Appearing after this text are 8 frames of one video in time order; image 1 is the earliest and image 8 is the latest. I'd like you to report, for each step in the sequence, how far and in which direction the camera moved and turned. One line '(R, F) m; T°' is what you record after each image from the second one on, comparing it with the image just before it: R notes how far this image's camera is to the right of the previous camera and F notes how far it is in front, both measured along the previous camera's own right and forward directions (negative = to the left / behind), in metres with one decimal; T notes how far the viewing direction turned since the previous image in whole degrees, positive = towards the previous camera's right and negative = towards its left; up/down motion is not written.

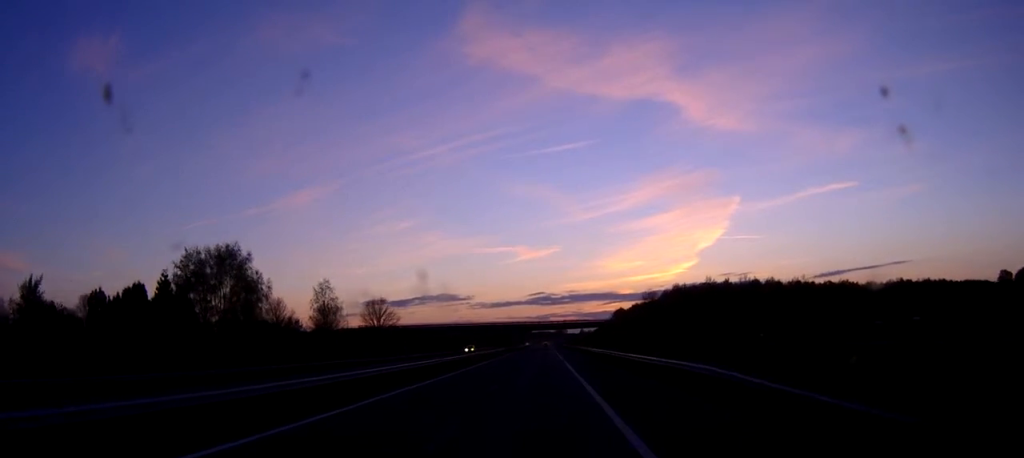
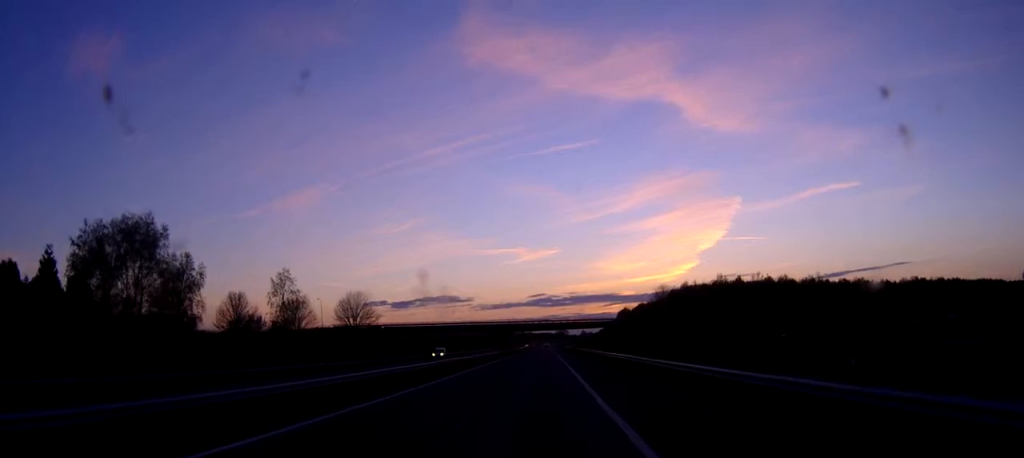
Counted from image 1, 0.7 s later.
(+0.1, +19.0) m; +1°
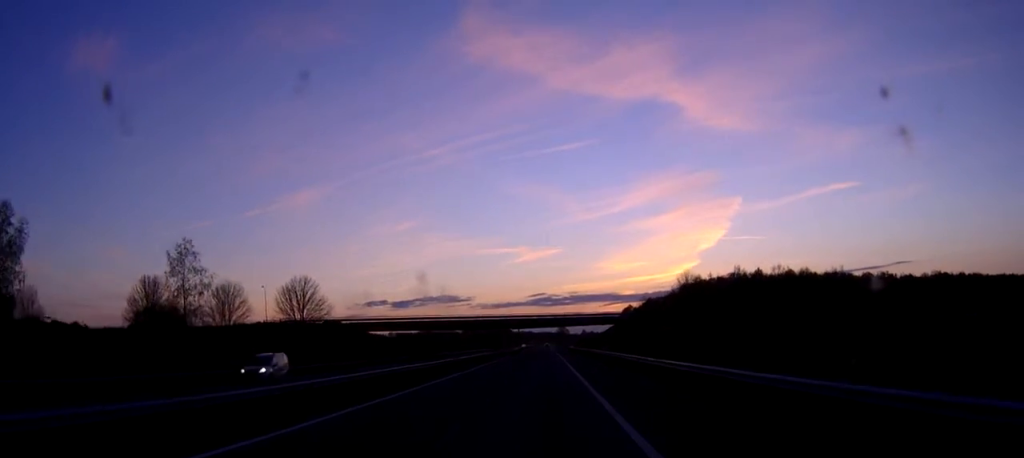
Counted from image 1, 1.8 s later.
(+0.2, +29.1) m; 0°
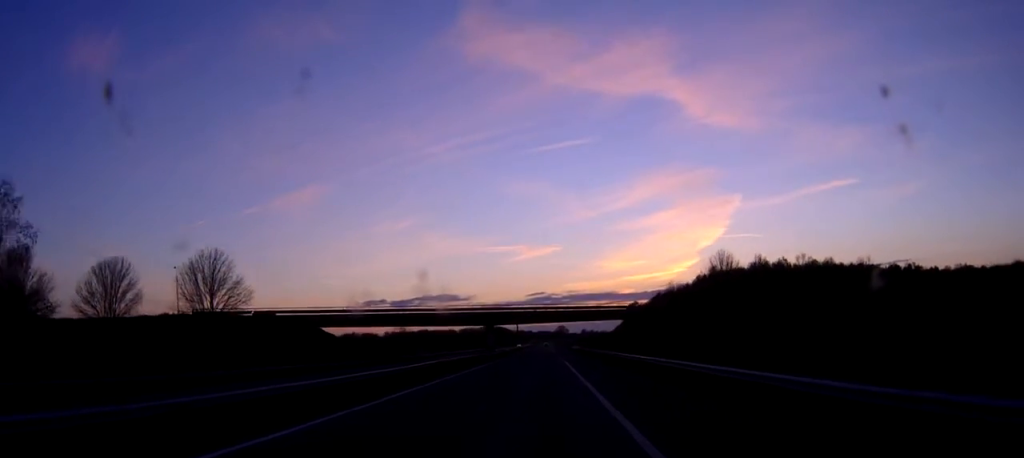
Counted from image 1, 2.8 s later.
(-0.1, +28.9) m; 0°
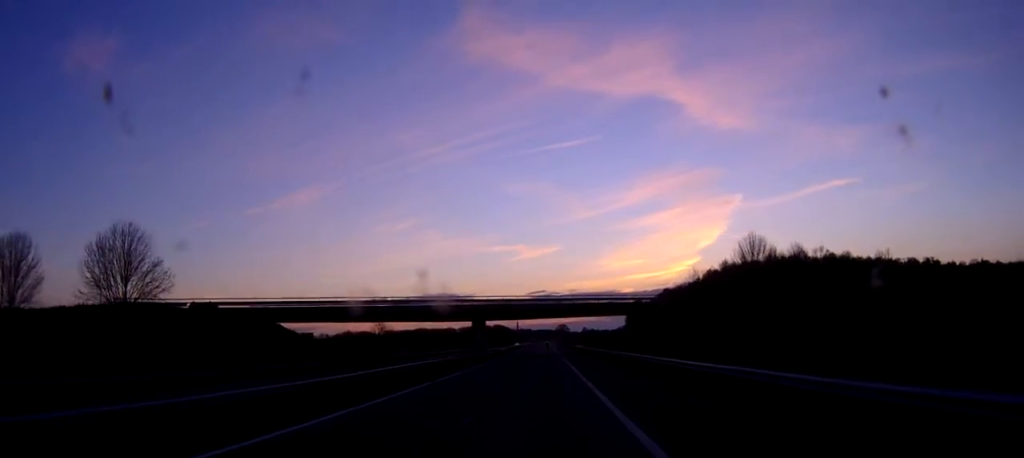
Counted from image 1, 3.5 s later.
(0.0, +17.2) m; 0°
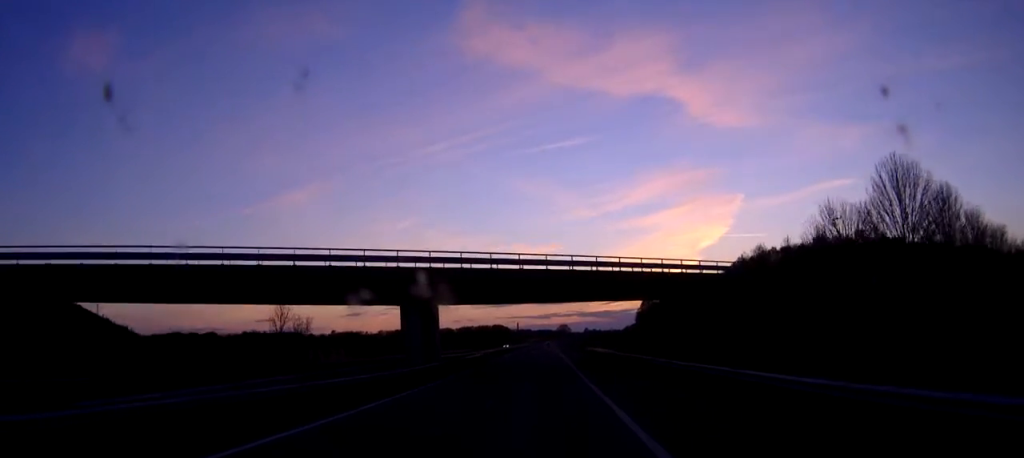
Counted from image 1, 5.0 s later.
(0.0, +42.7) m; 0°
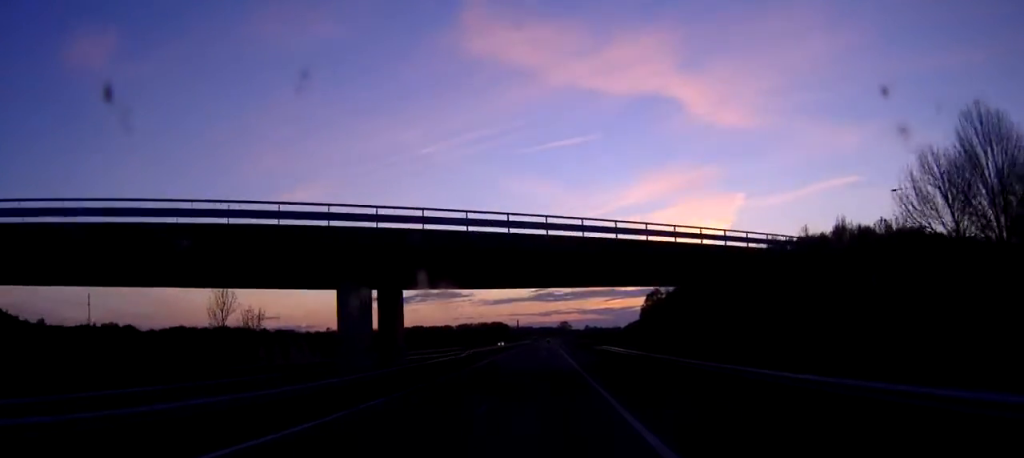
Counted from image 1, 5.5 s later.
(-0.1, +13.6) m; 0°
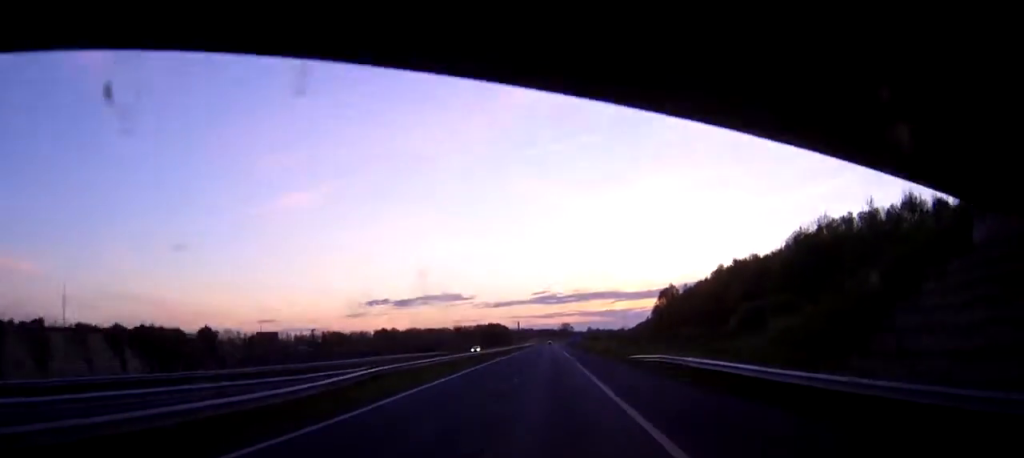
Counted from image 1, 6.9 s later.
(+0.3, +37.1) m; 0°
